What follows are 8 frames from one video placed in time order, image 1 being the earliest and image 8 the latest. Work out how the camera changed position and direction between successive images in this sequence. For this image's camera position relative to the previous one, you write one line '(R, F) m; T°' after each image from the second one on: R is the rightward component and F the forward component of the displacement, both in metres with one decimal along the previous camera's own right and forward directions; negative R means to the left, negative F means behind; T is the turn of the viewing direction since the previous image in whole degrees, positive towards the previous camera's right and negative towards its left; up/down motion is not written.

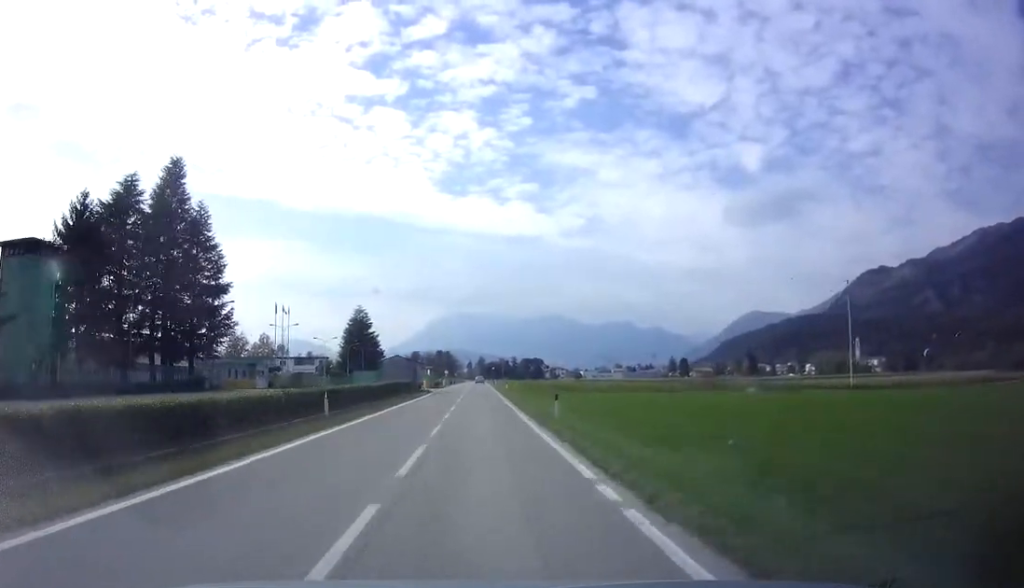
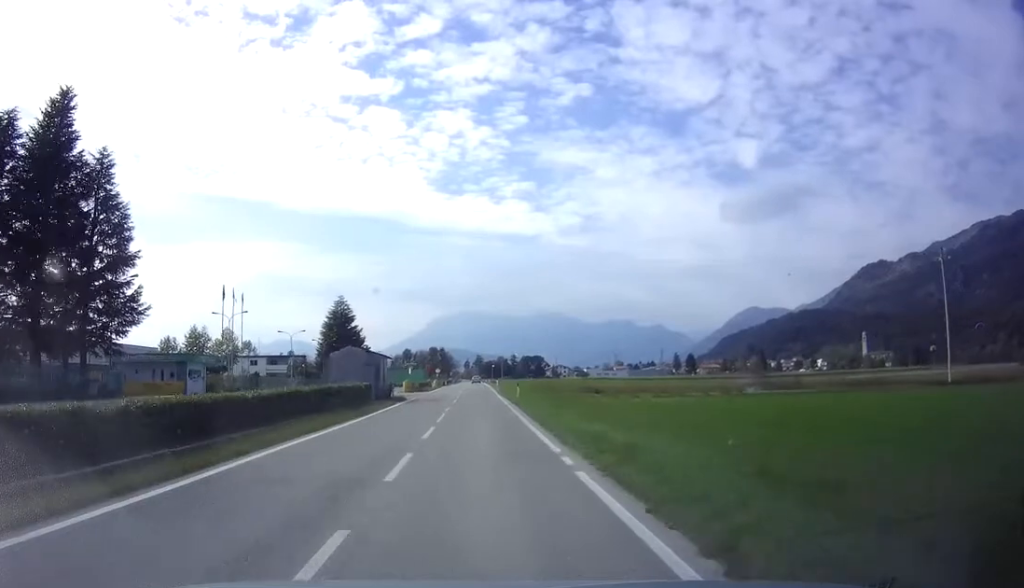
(-0.2, +18.2) m; 0°
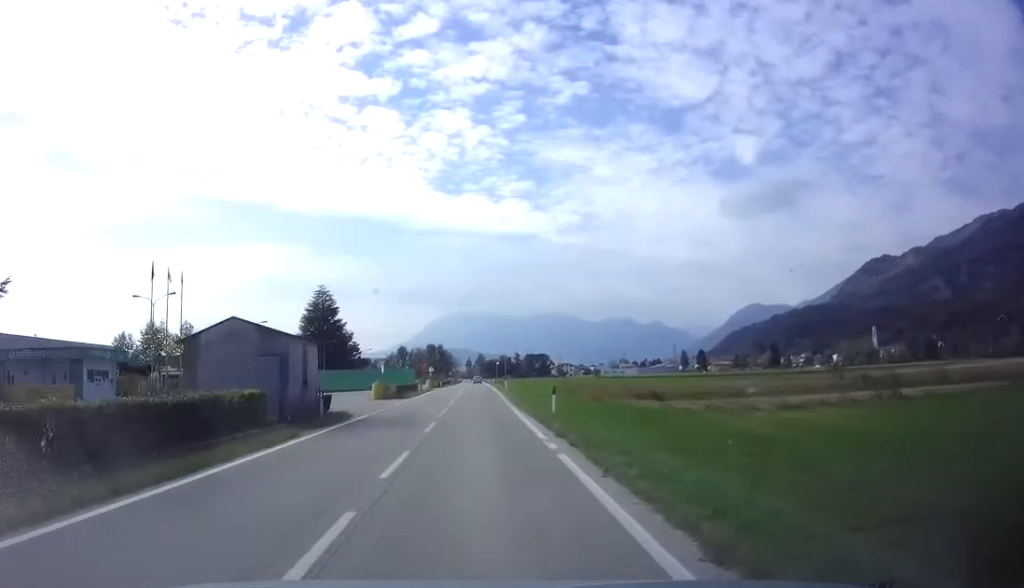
(+0.1, +16.9) m; 0°
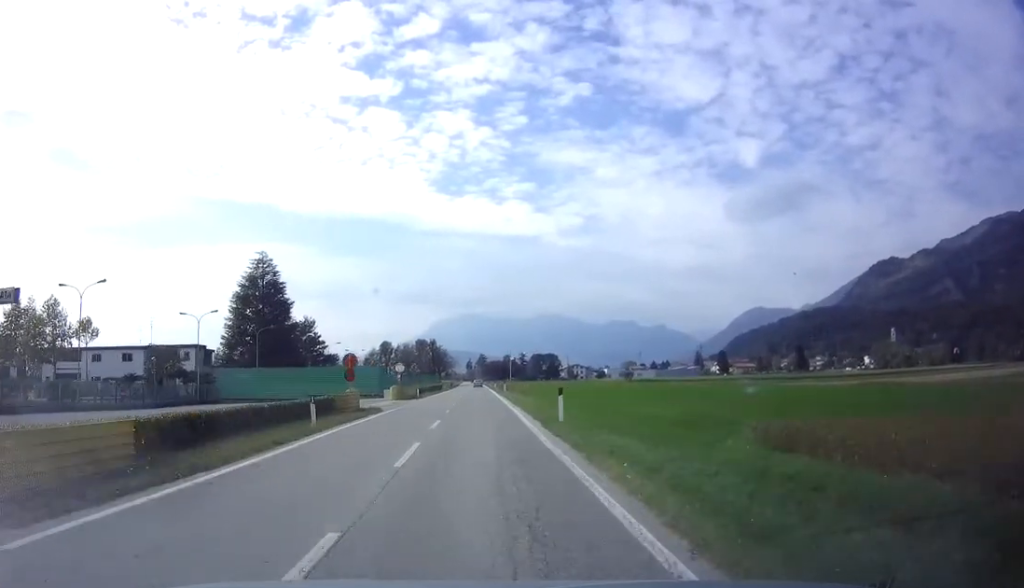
(-0.3, +34.4) m; -1°
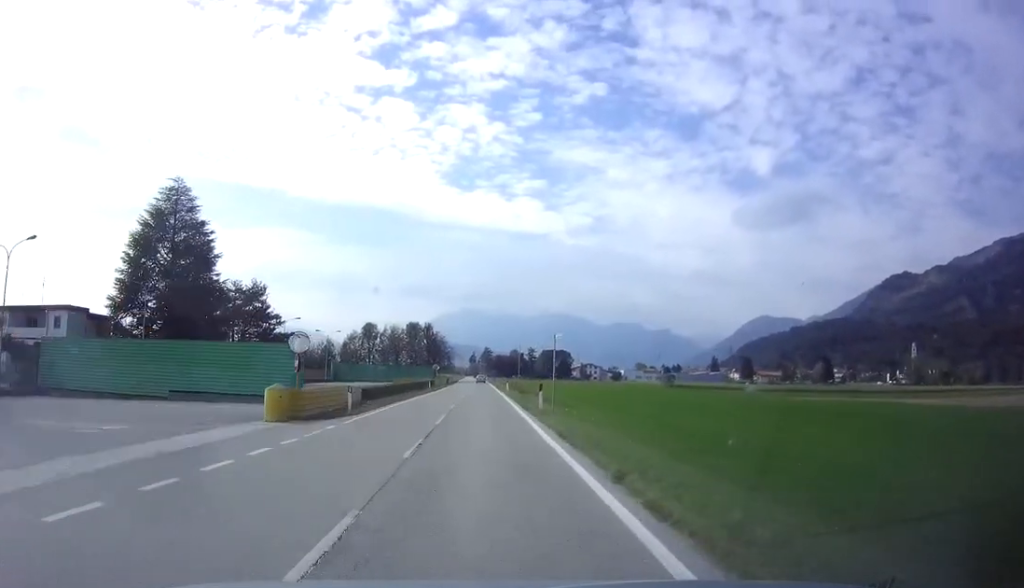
(0.0, +27.7) m; +1°
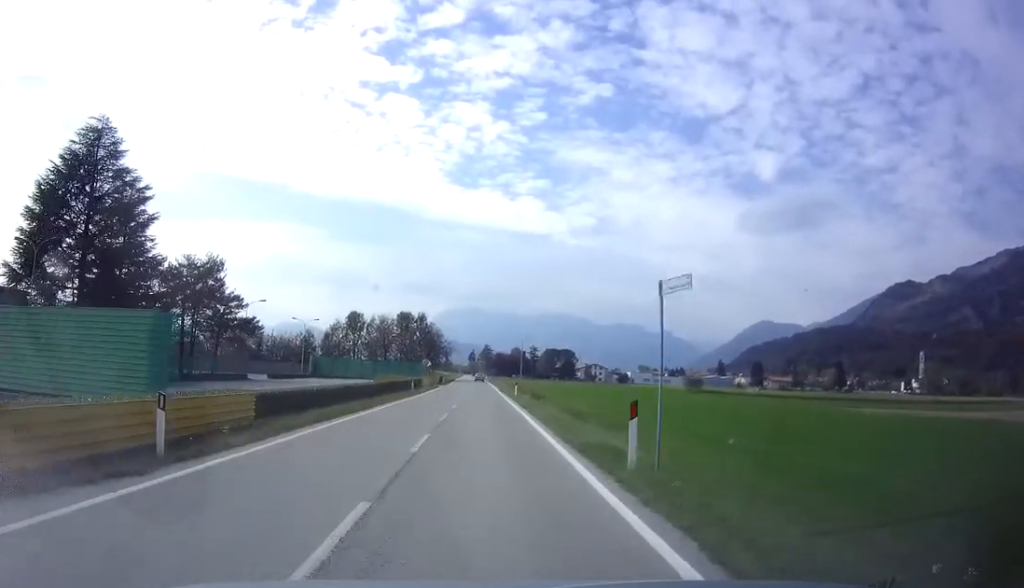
(+0.1, +14.1) m; 0°
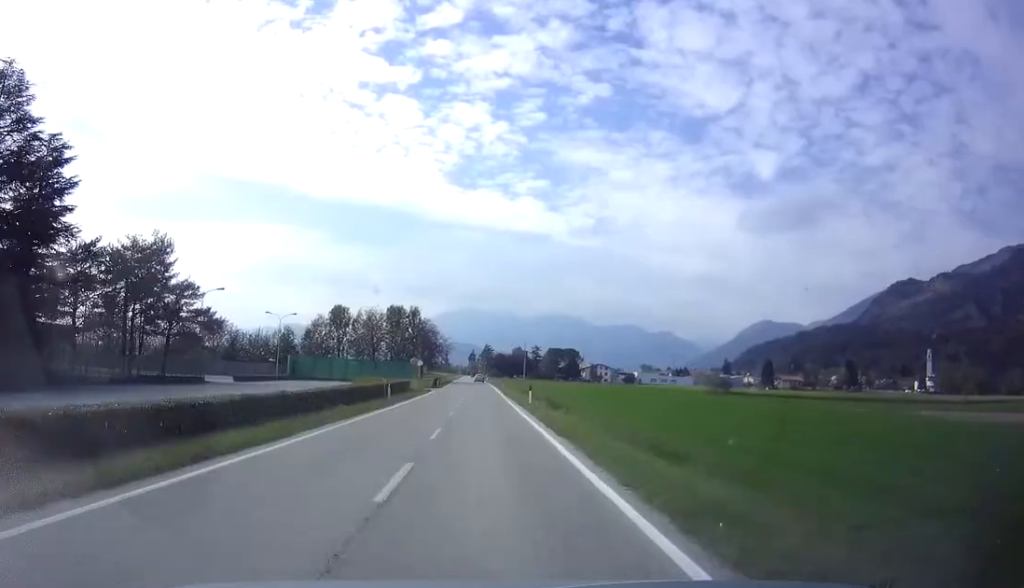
(+0.2, +11.6) m; 0°
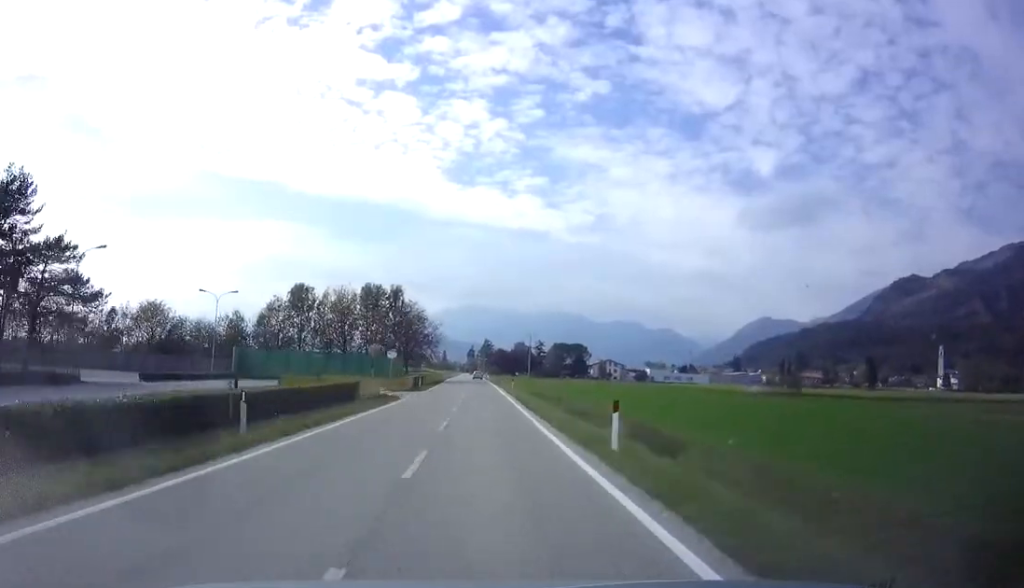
(-0.4, +20.6) m; -1°
